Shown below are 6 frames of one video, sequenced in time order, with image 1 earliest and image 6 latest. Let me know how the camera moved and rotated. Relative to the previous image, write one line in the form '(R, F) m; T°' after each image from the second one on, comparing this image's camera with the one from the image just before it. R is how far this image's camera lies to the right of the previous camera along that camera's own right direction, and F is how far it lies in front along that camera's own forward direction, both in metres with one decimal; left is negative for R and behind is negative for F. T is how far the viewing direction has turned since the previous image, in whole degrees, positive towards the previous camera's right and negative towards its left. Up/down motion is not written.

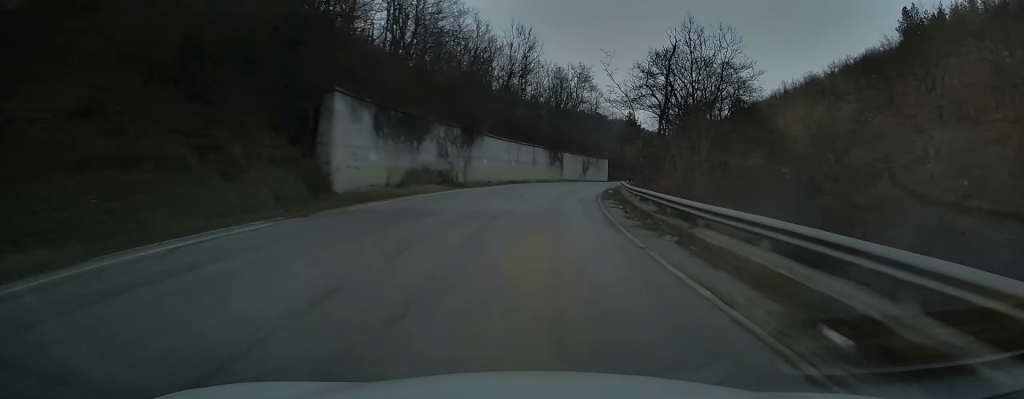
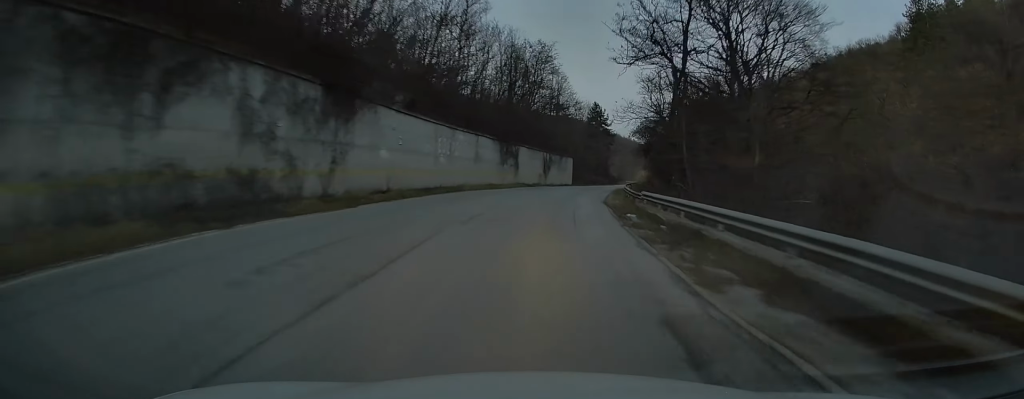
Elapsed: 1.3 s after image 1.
(+1.0, +23.8) m; +5°
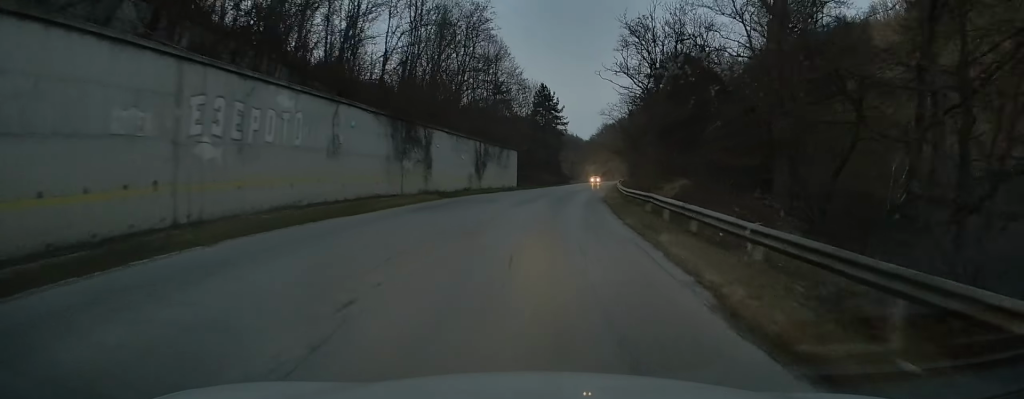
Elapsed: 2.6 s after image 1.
(+1.2, +25.3) m; +5°
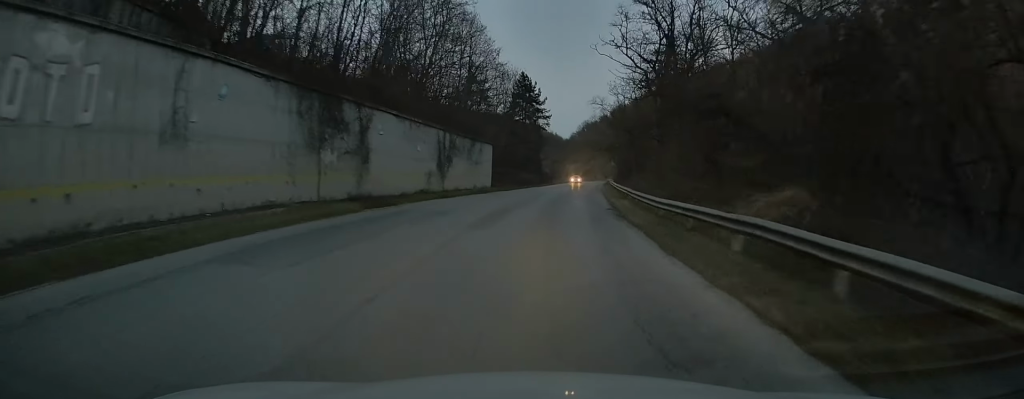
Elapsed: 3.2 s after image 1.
(+0.1, +10.8) m; +2°
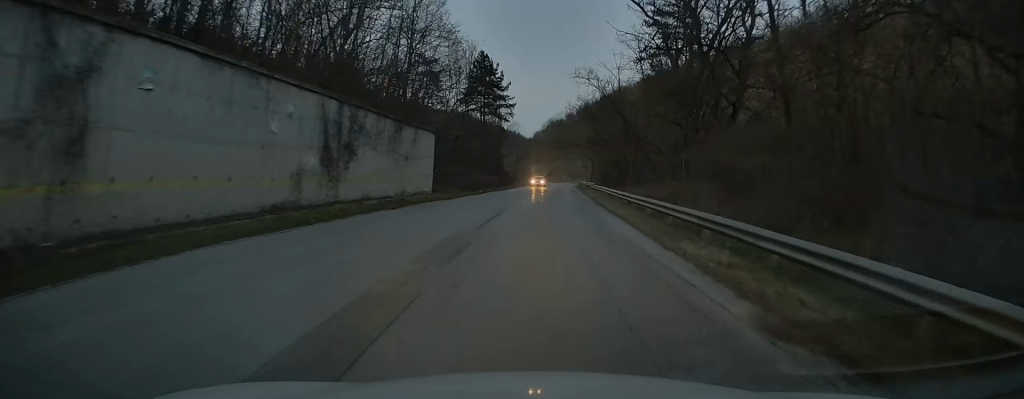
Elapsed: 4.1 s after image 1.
(+0.4, +17.1) m; +3°
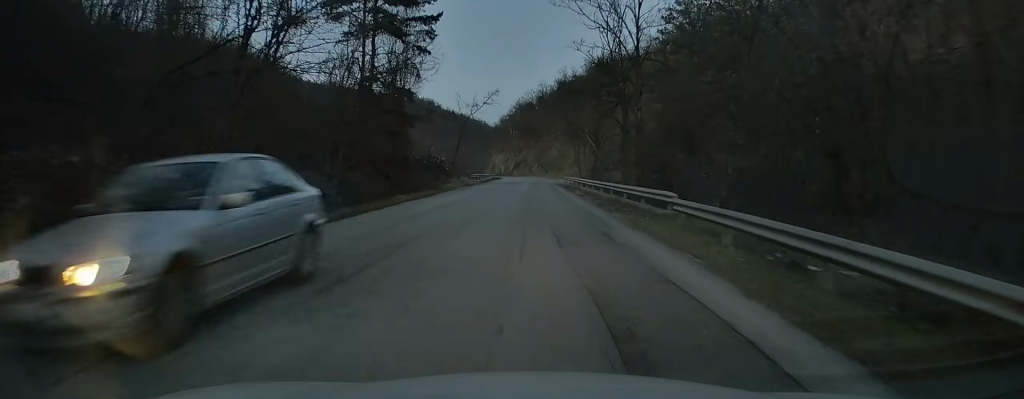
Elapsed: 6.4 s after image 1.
(+1.2, +43.5) m; +1°
